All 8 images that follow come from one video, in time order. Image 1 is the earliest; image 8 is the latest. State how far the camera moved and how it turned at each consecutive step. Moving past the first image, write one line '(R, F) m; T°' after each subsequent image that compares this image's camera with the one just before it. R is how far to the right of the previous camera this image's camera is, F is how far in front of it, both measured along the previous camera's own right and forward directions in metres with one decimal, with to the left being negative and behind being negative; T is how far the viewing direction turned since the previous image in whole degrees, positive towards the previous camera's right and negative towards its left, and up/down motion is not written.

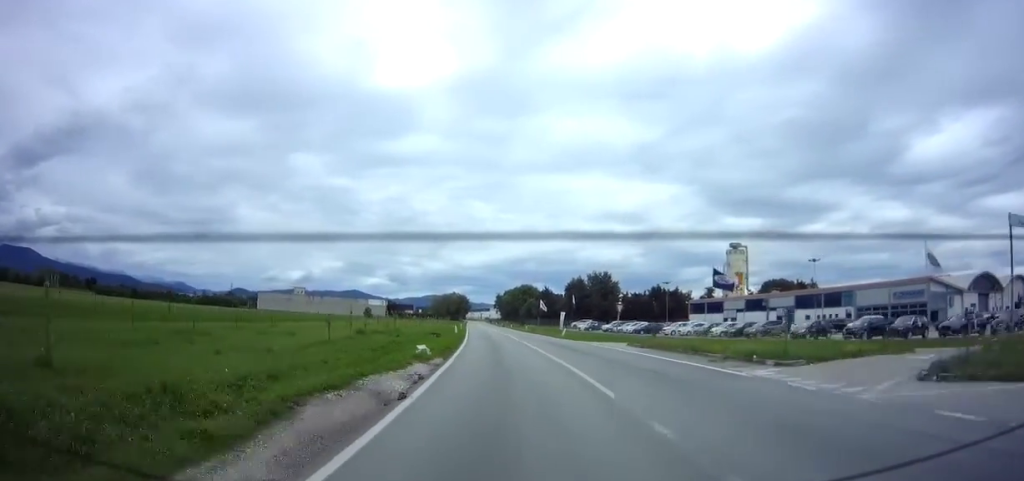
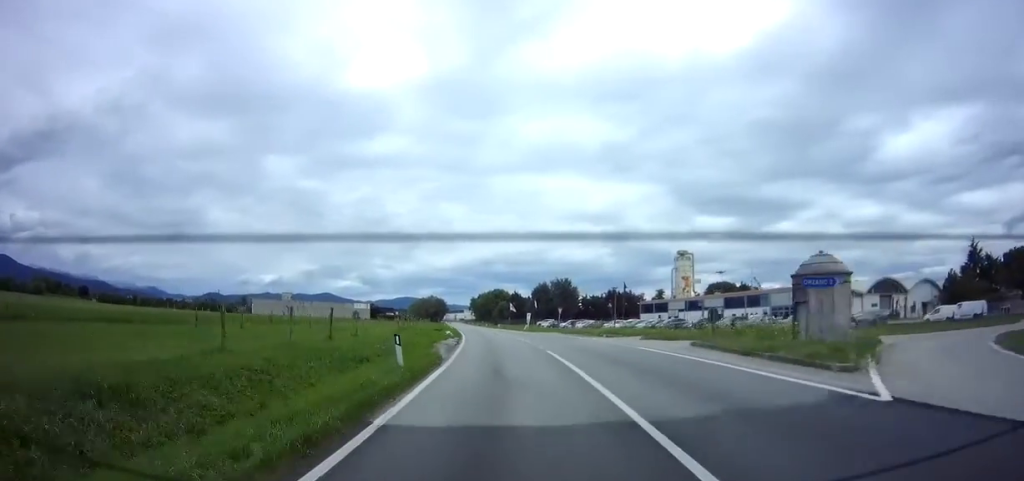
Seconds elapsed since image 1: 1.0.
(+0.5, +20.5) m; +2°
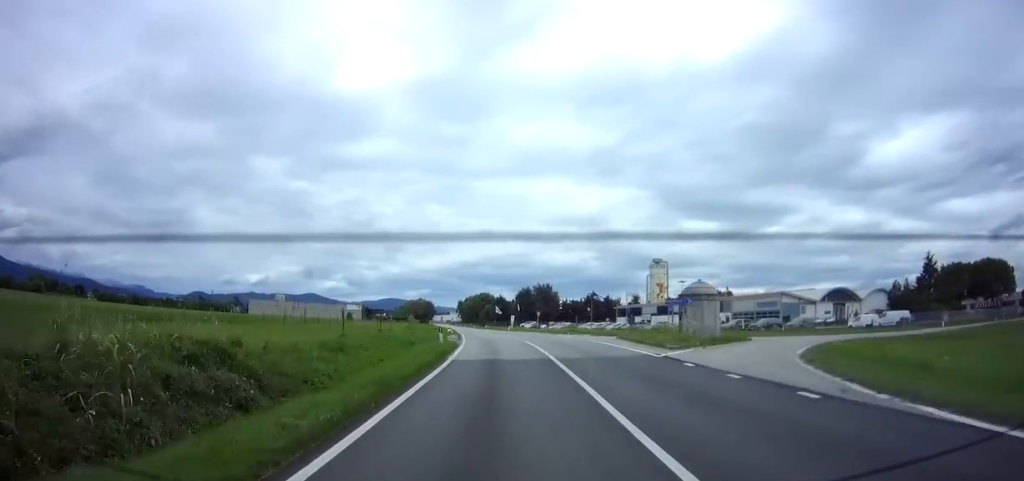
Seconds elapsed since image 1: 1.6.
(+0.1, +11.4) m; 0°
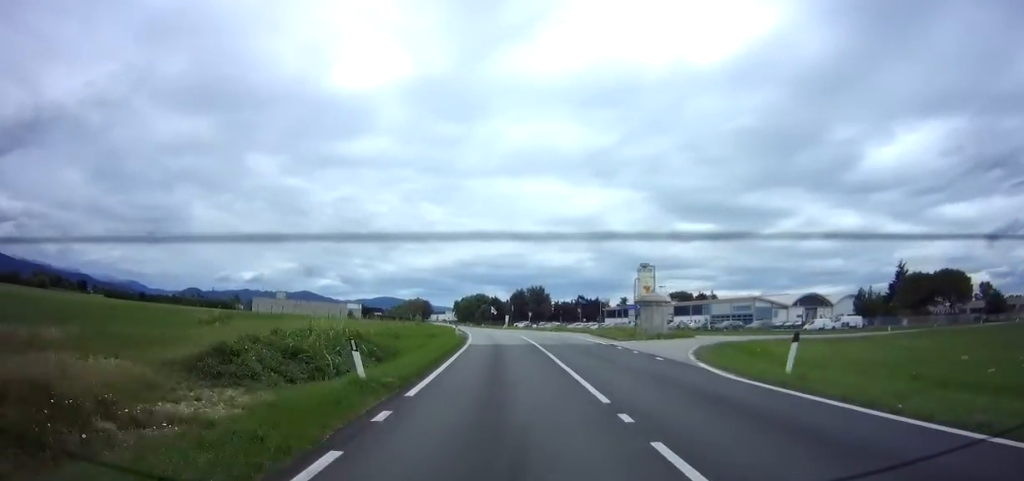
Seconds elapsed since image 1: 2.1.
(0.0, +9.4) m; 0°
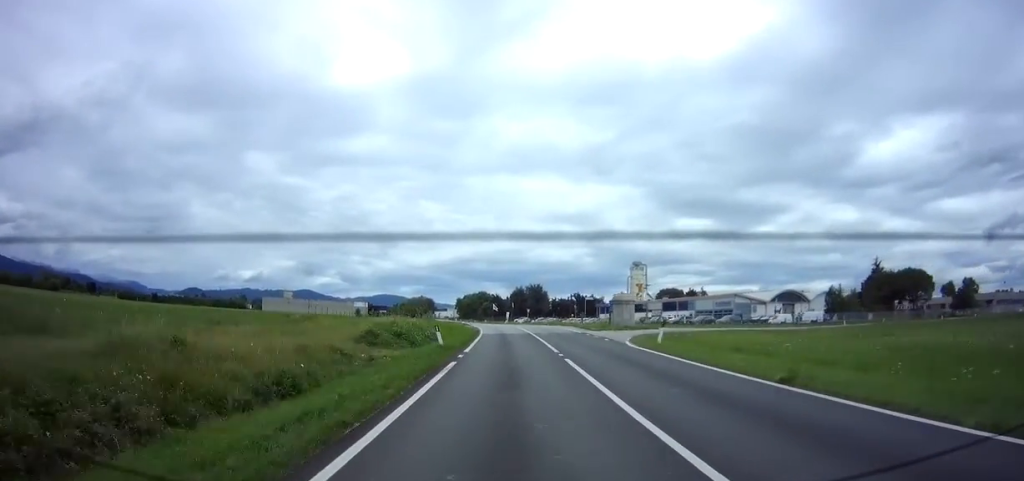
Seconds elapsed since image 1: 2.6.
(0.0, +10.9) m; 0°
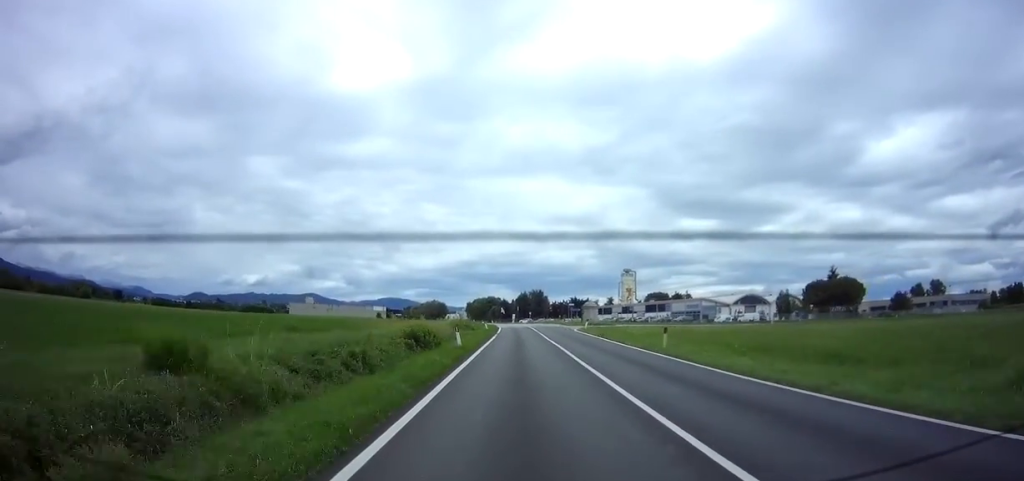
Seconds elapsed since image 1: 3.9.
(+0.2, +26.5) m; +1°
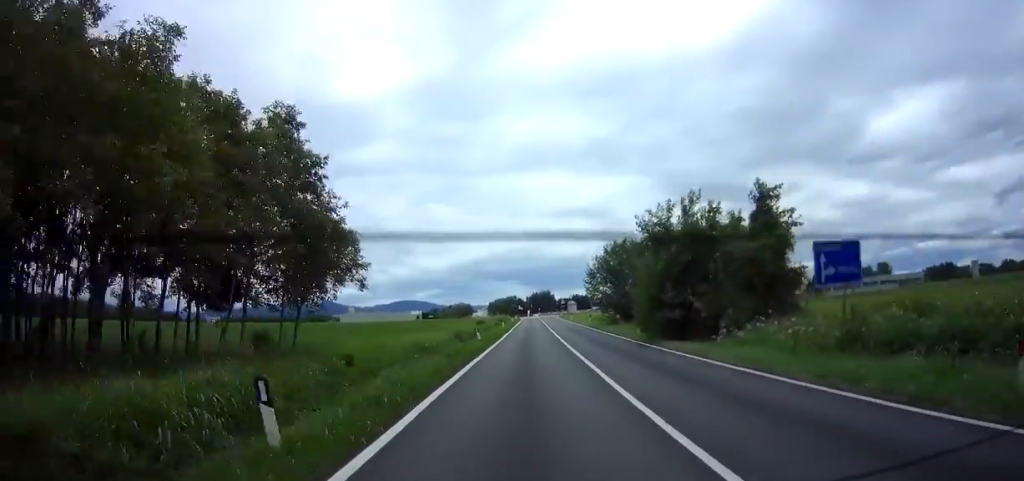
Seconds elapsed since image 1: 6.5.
(-1.3, +56.9) m; -4°
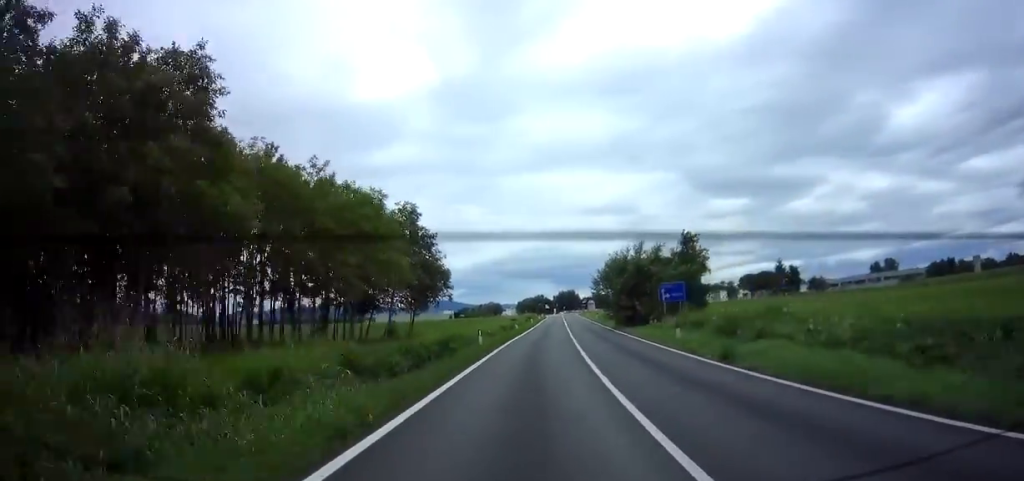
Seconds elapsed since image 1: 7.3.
(-0.3, +17.8) m; -2°
